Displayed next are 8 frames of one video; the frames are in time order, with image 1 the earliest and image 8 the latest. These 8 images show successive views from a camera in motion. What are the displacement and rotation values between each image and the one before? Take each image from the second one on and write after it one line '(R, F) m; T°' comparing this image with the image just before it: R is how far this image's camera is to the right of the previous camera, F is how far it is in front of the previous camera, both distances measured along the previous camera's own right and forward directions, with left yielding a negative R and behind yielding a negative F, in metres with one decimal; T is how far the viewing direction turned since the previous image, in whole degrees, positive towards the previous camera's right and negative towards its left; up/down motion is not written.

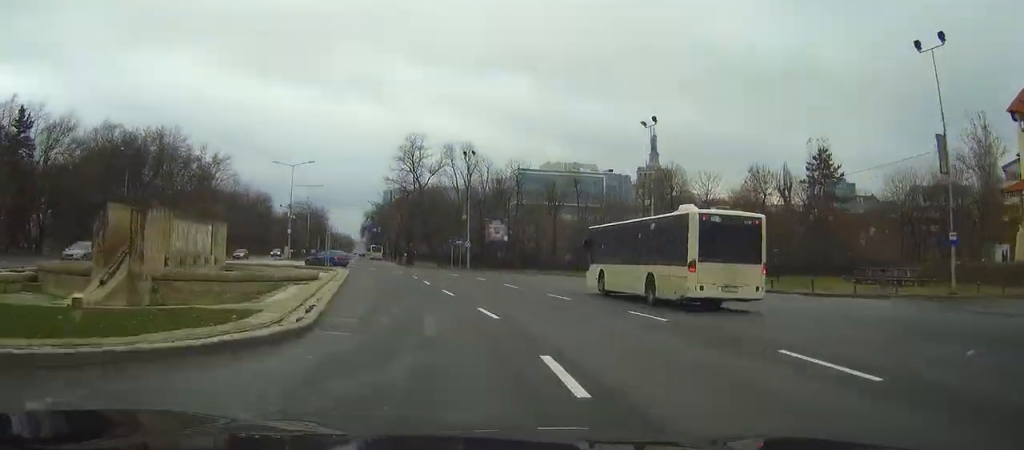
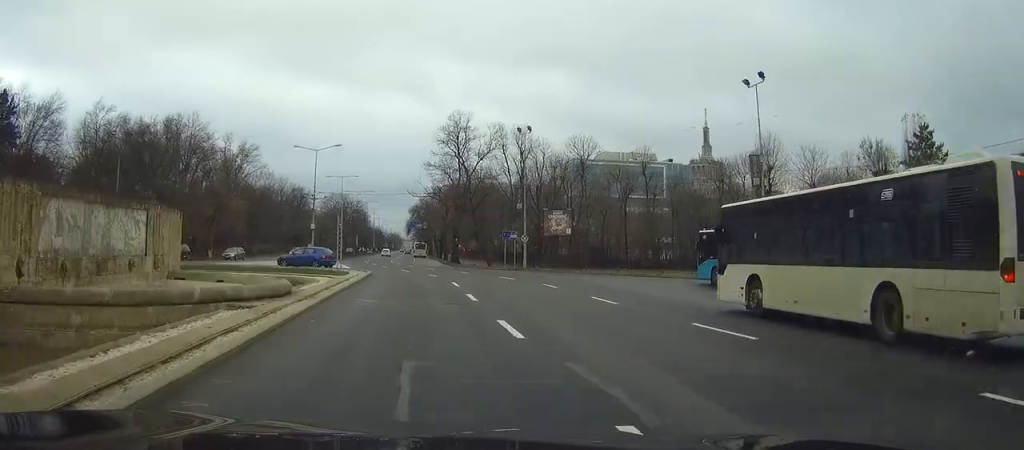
(-0.3, +13.1) m; -3°
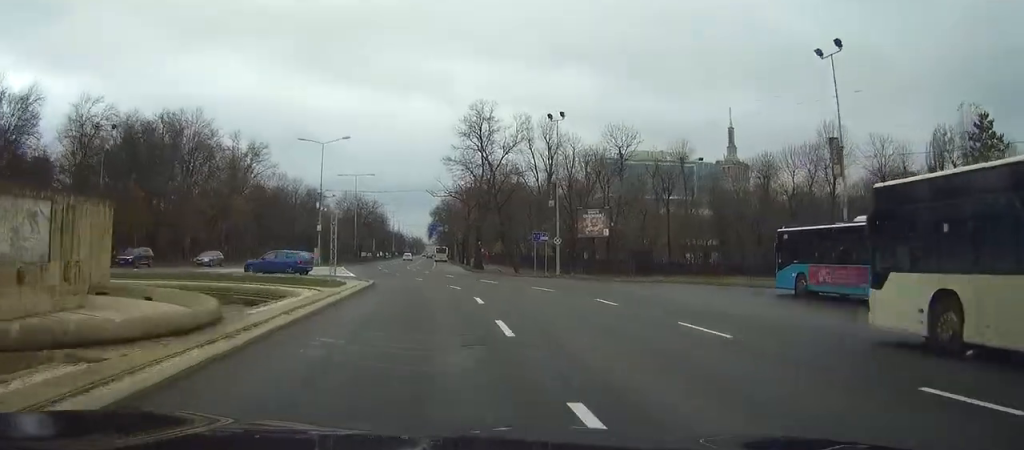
(-0.1, +7.7) m; -2°
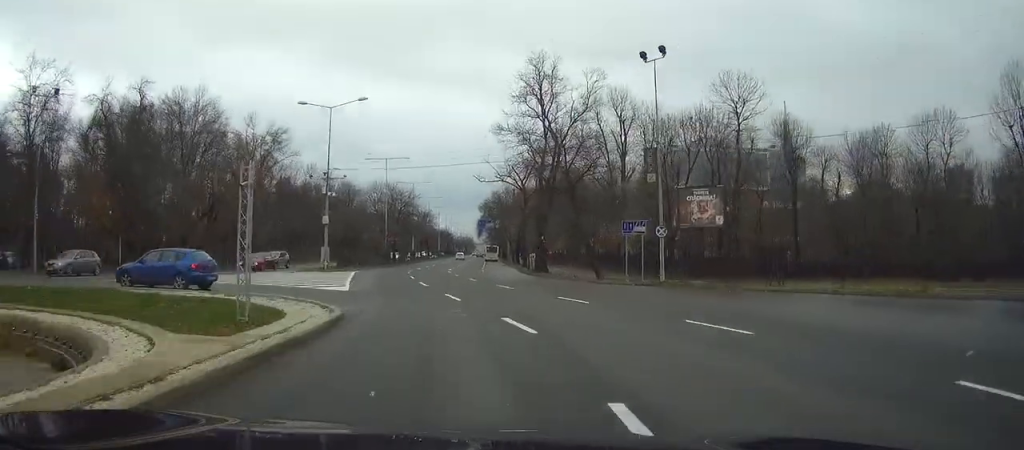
(-0.9, +17.5) m; -5°
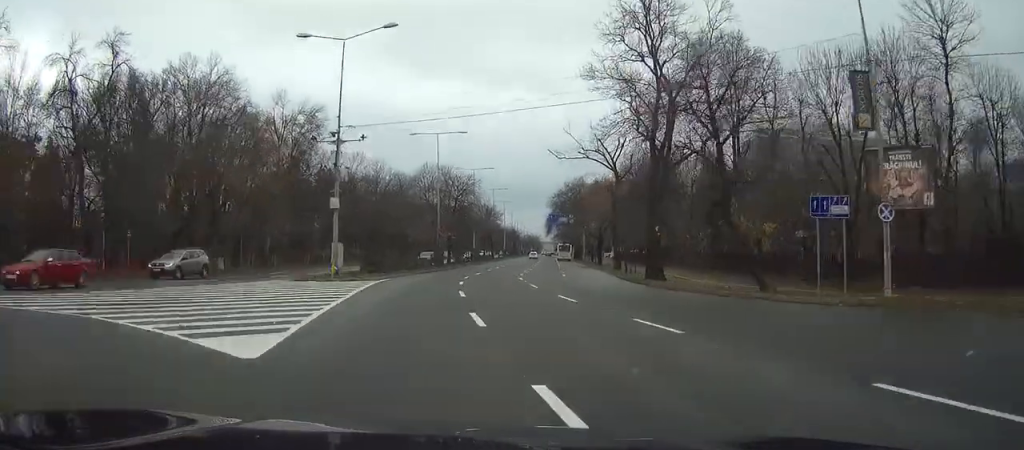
(-0.6, +17.0) m; -2°
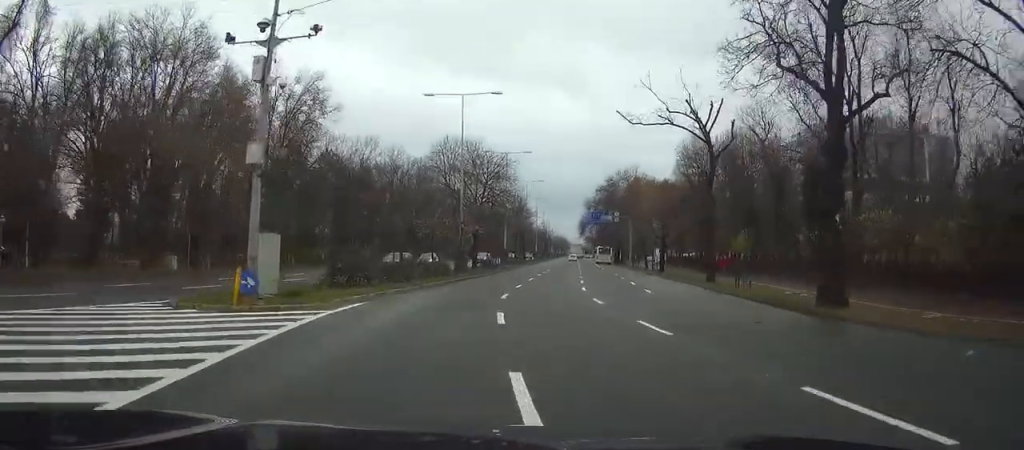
(0.0, +16.2) m; -2°
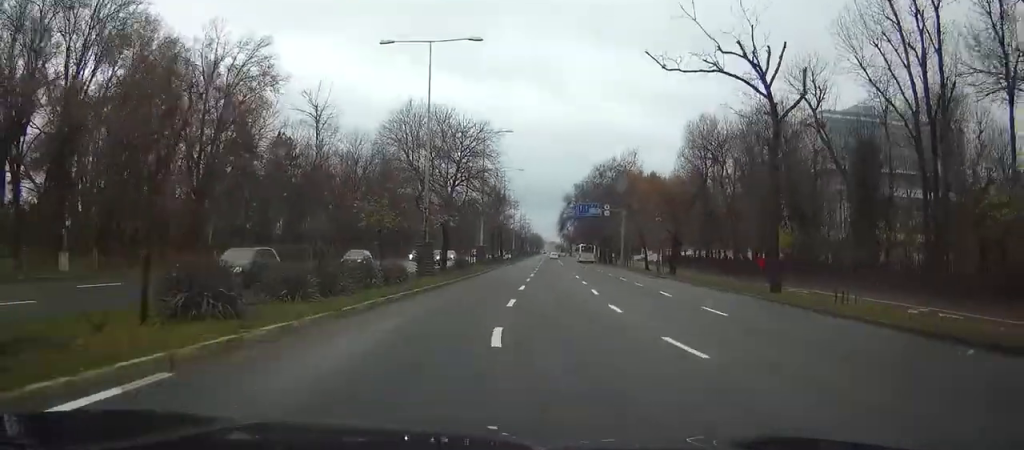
(-0.5, +12.1) m; 0°
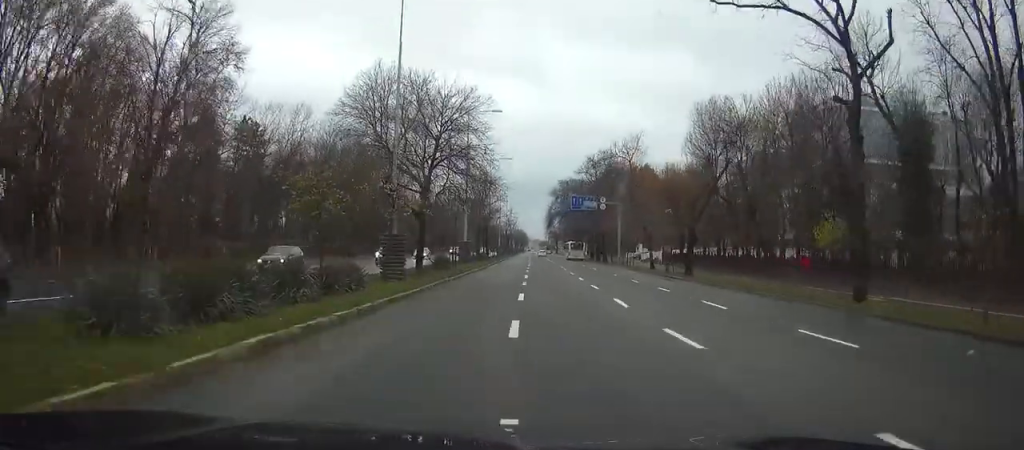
(-0.1, +7.9) m; 0°
